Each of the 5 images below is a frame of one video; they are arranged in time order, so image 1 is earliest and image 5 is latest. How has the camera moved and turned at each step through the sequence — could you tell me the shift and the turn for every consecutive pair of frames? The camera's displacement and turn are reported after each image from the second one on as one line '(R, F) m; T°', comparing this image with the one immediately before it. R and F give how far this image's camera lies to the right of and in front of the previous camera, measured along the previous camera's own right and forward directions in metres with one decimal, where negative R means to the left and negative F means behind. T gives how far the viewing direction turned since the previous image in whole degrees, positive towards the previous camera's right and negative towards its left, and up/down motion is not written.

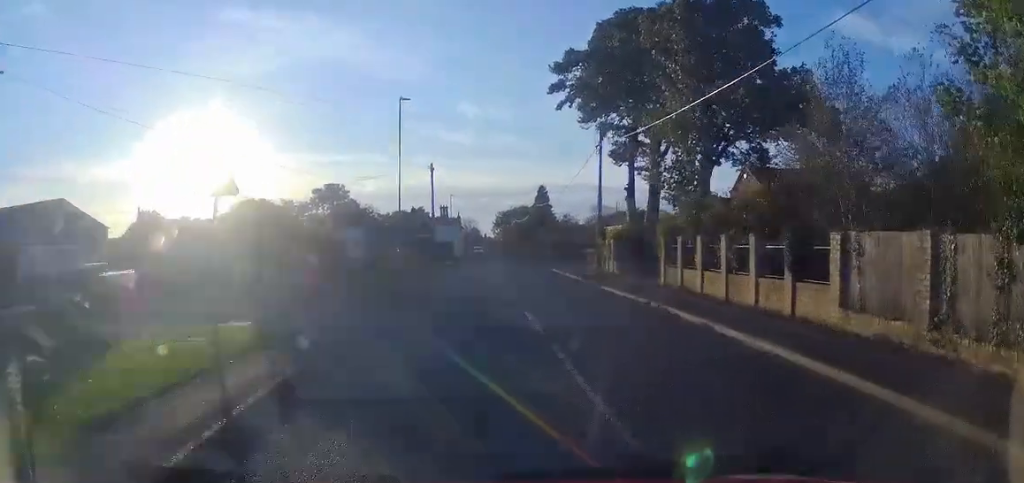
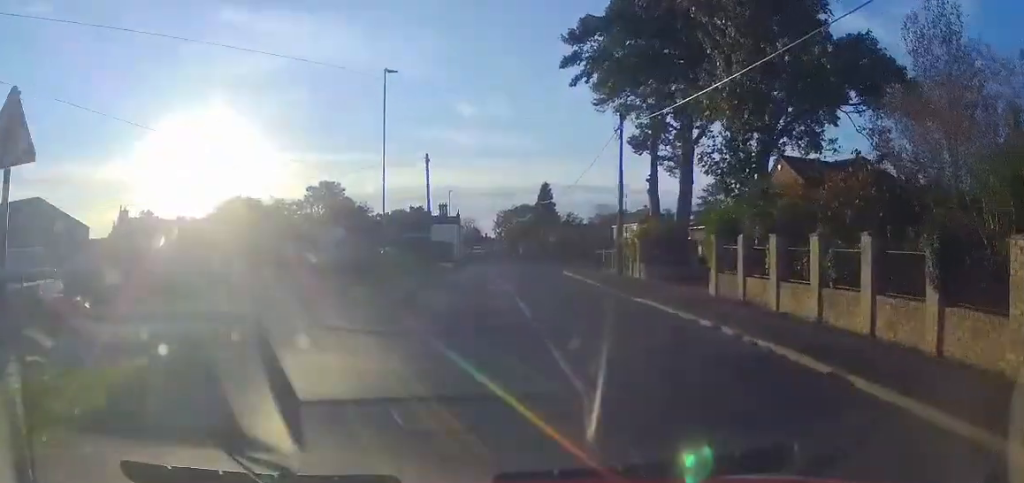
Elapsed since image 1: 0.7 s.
(-0.1, +5.0) m; -2°
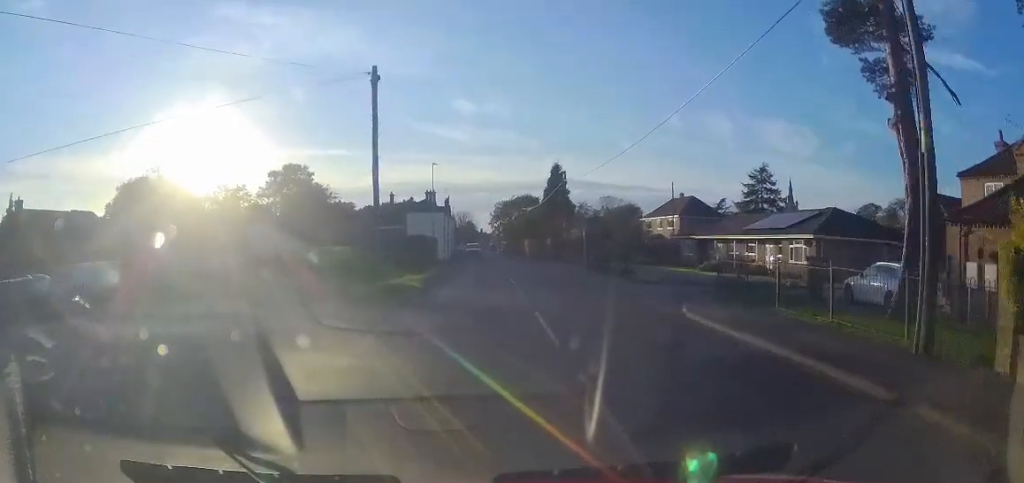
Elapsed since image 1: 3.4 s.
(-0.3, +21.4) m; 0°
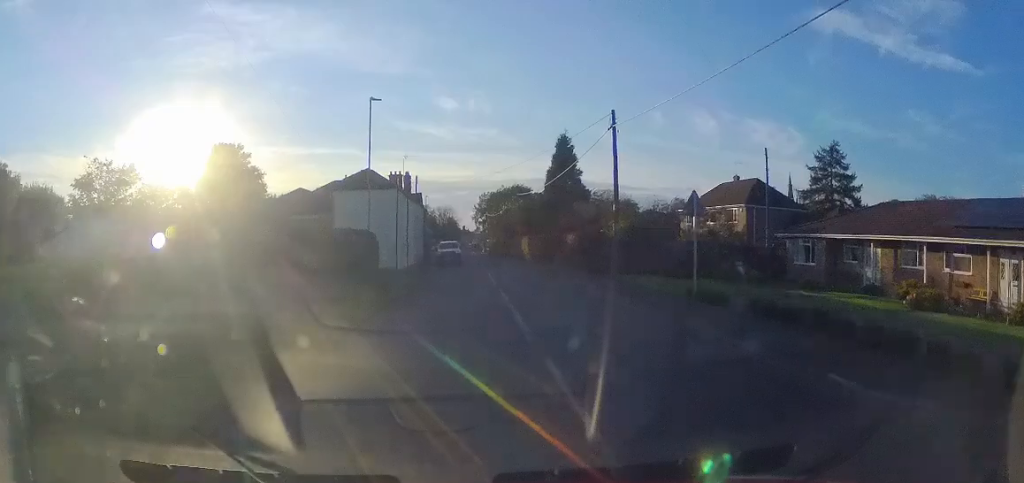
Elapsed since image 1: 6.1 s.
(+0.7, +23.8) m; 0°
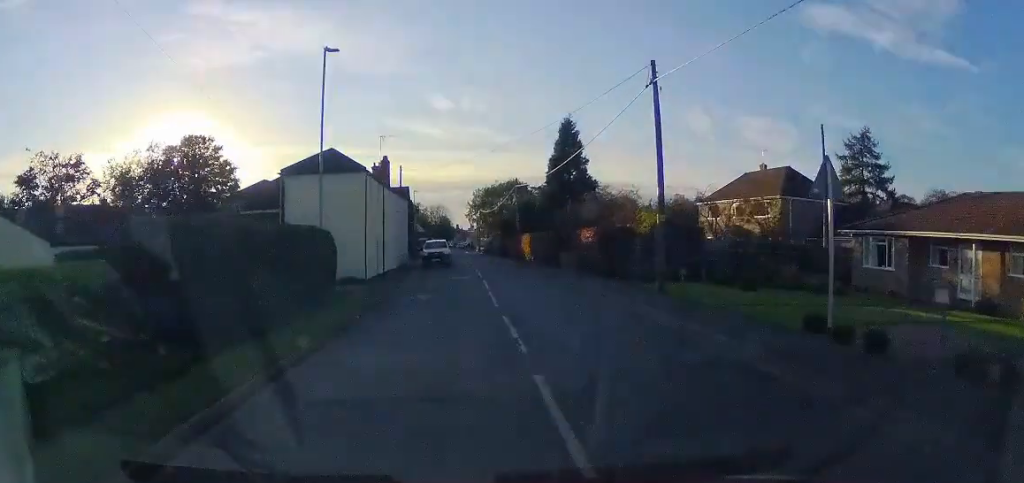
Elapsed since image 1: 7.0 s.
(+0.2, +7.6) m; +2°
